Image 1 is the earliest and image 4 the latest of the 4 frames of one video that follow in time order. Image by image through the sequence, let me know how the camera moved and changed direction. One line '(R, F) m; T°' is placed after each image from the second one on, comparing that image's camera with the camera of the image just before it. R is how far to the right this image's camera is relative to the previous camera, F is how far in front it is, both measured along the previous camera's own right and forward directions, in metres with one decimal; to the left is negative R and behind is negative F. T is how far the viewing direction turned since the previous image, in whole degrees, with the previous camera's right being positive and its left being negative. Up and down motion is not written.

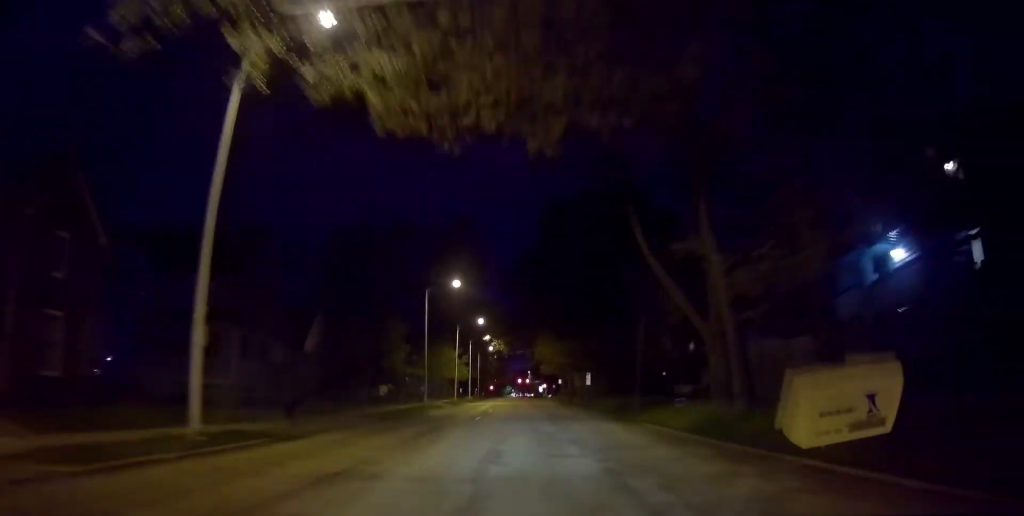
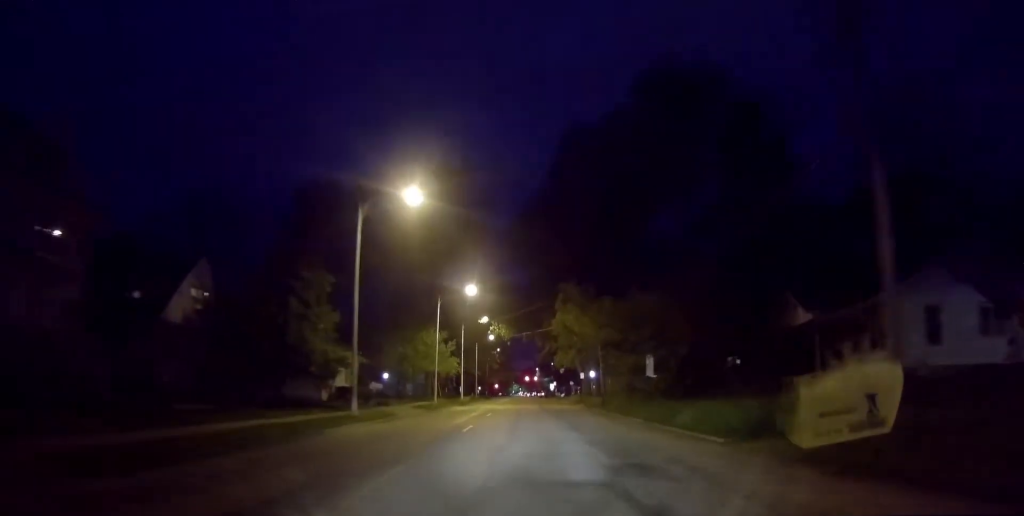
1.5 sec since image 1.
(-0.2, +20.5) m; -1°
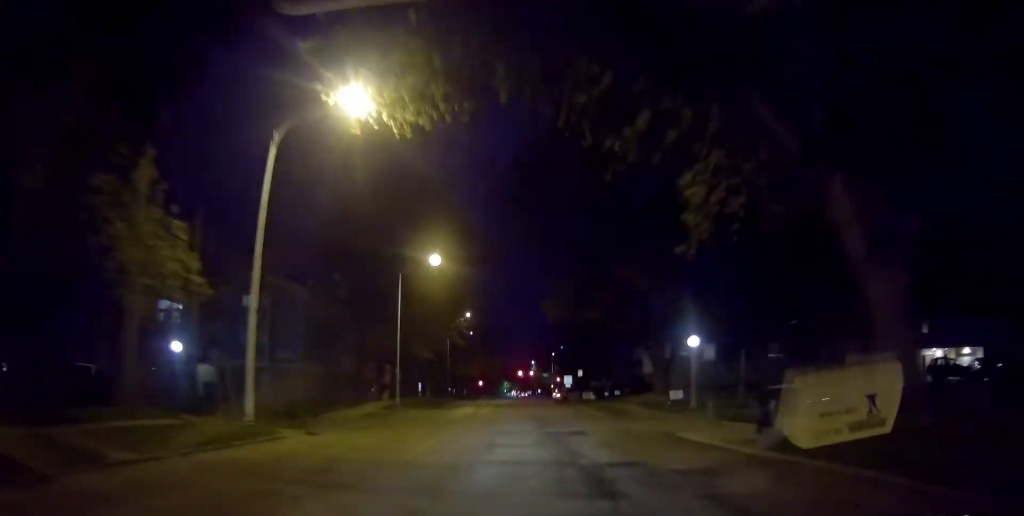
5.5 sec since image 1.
(0.0, +52.1) m; 0°
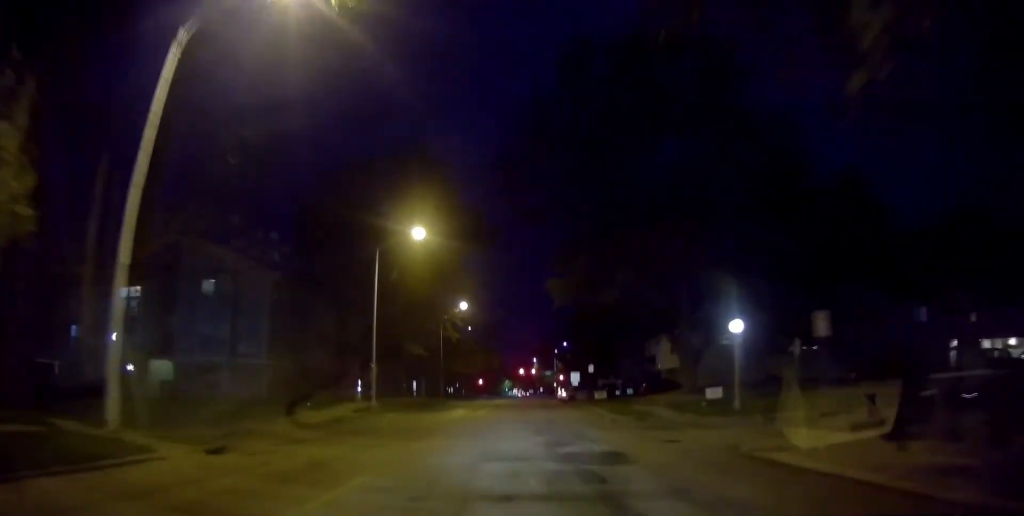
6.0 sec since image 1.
(0.0, +6.4) m; 0°
